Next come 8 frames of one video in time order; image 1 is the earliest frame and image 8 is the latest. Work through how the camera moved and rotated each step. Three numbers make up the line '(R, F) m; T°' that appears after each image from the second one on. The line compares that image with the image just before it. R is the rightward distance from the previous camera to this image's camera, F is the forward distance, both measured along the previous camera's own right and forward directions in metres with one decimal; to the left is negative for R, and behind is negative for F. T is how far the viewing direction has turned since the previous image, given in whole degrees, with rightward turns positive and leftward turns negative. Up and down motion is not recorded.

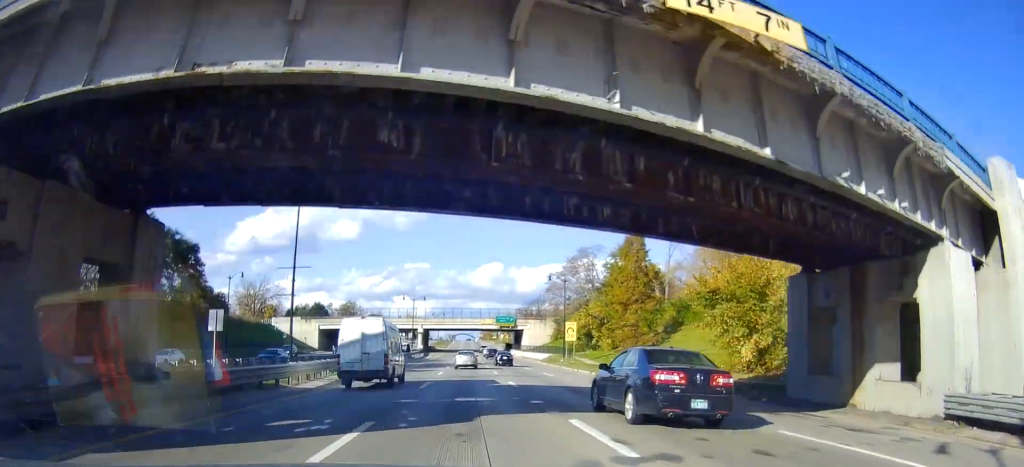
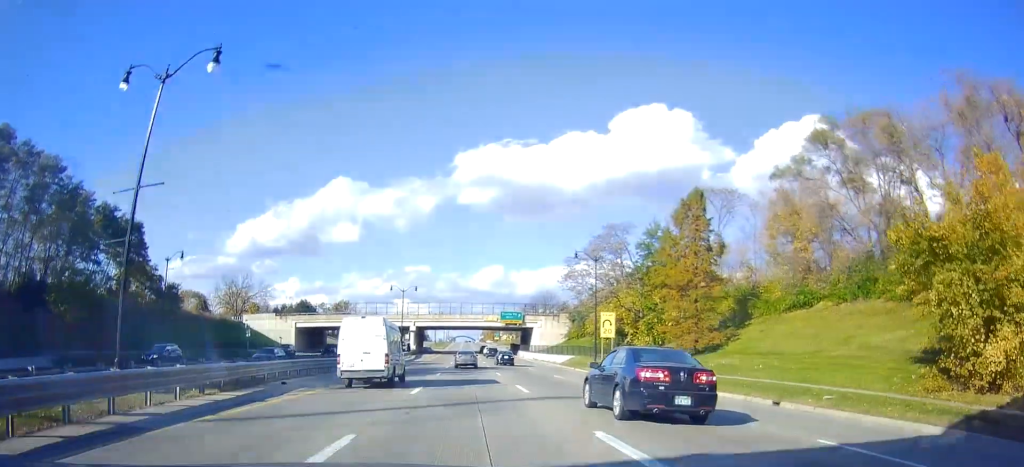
(-0.5, +18.1) m; 0°
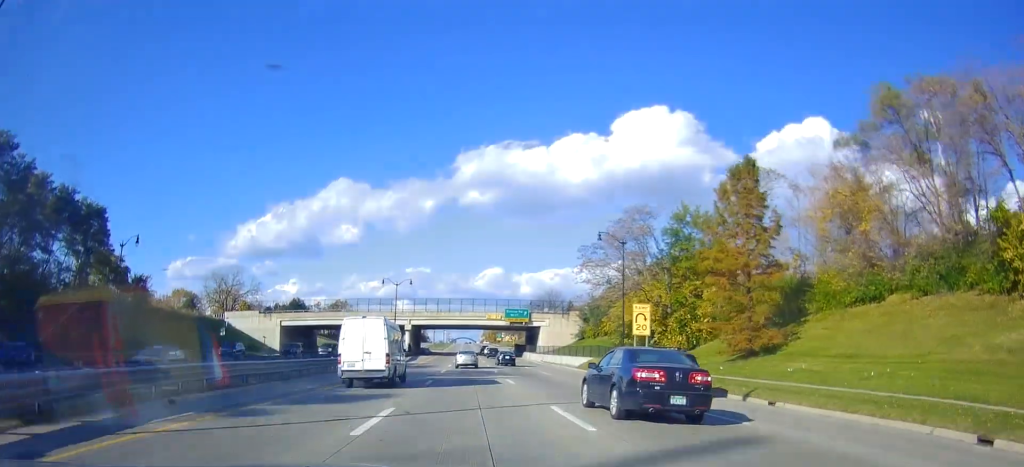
(-0.1, +9.8) m; 0°
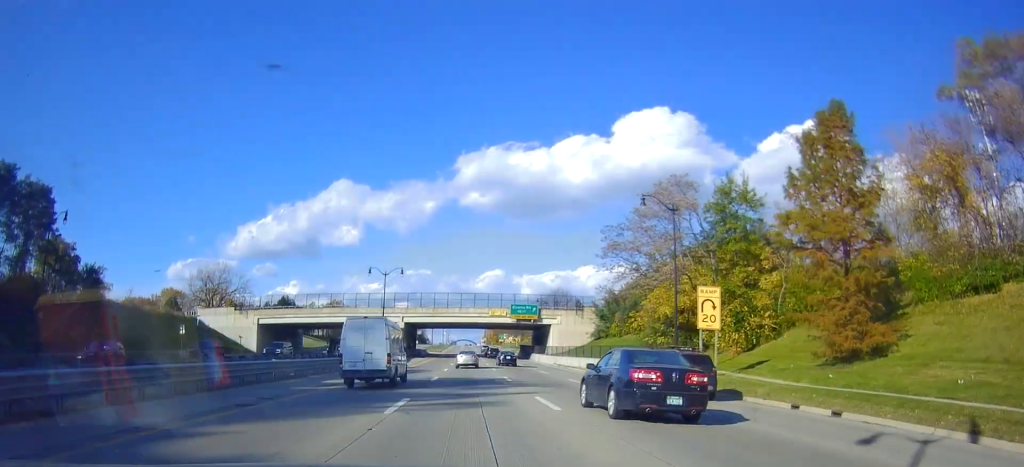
(+0.4, +12.0) m; +1°
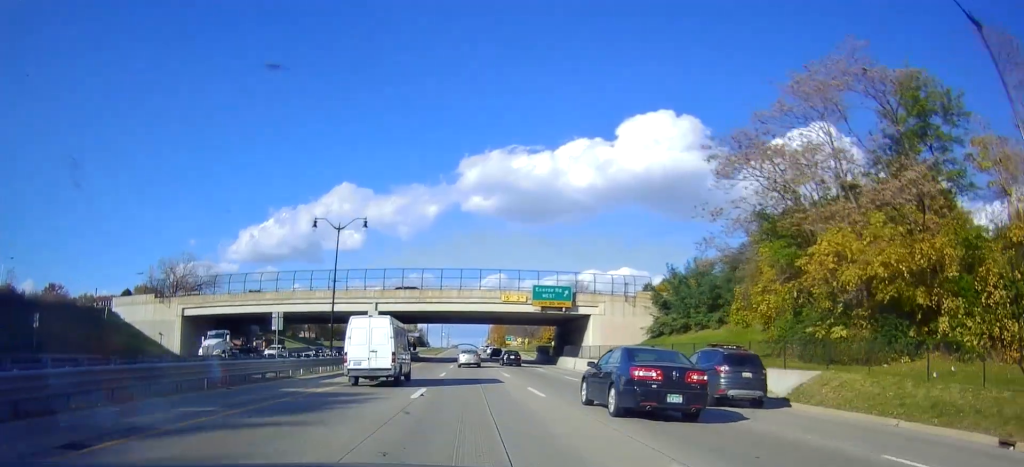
(-0.1, +26.4) m; 0°
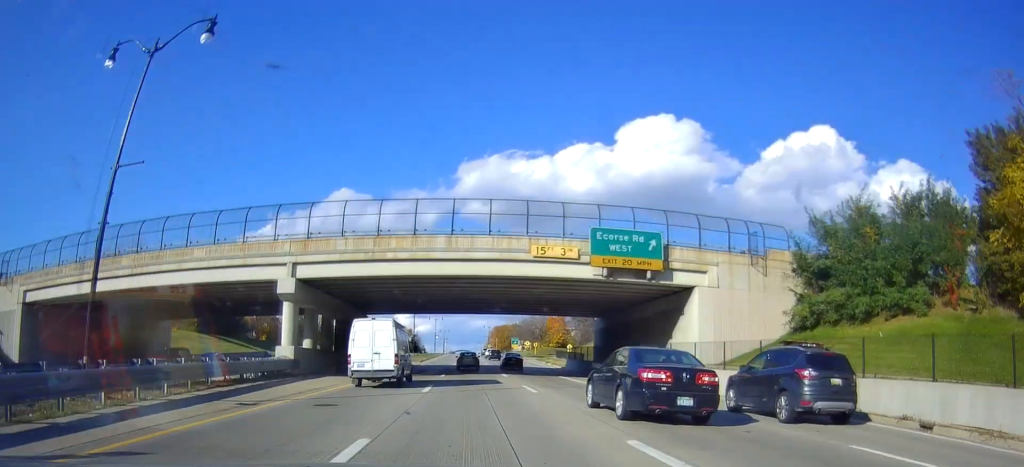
(0.0, +28.9) m; -1°
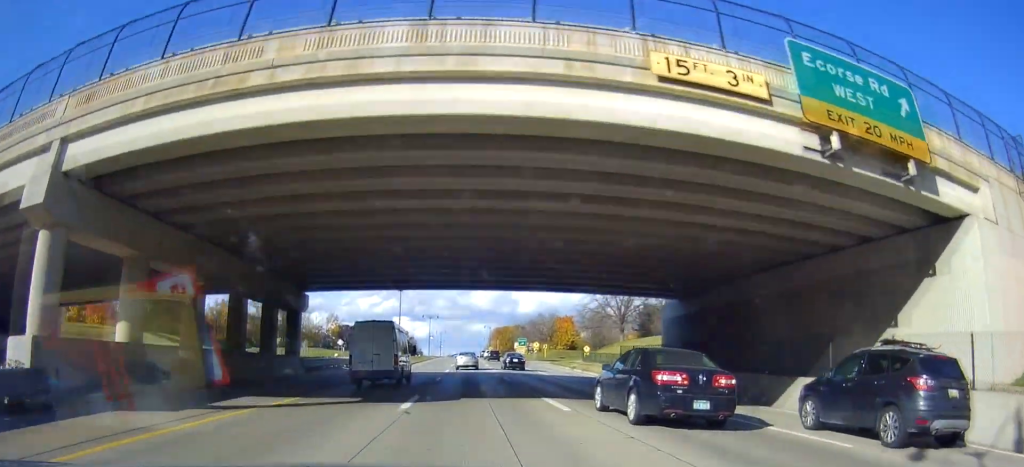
(-0.2, +21.1) m; +1°
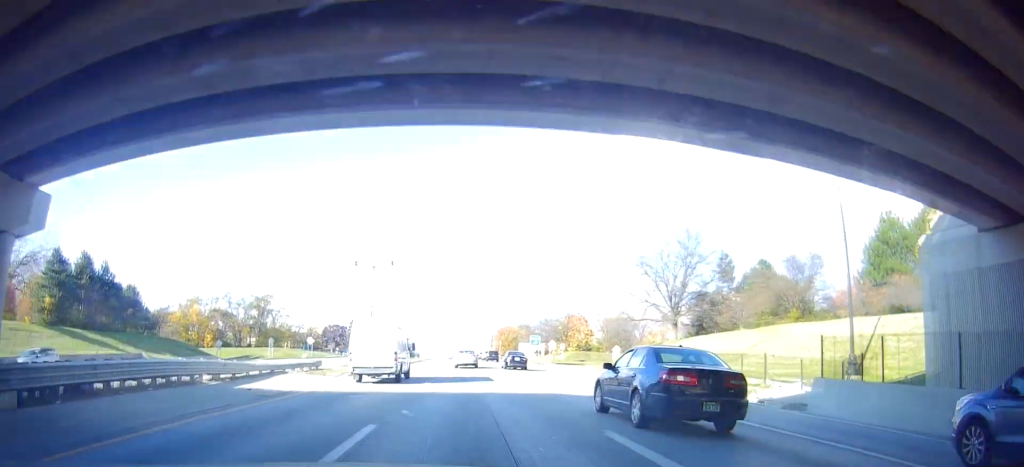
(+0.6, +24.5) m; +1°
